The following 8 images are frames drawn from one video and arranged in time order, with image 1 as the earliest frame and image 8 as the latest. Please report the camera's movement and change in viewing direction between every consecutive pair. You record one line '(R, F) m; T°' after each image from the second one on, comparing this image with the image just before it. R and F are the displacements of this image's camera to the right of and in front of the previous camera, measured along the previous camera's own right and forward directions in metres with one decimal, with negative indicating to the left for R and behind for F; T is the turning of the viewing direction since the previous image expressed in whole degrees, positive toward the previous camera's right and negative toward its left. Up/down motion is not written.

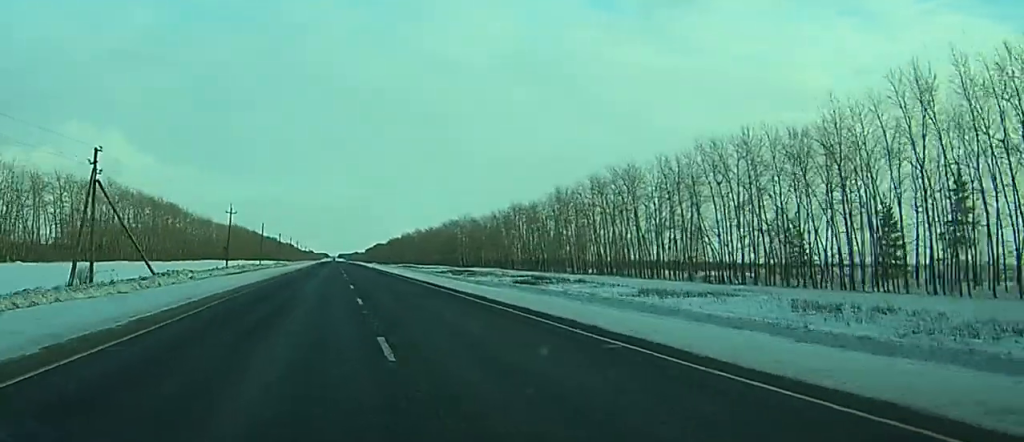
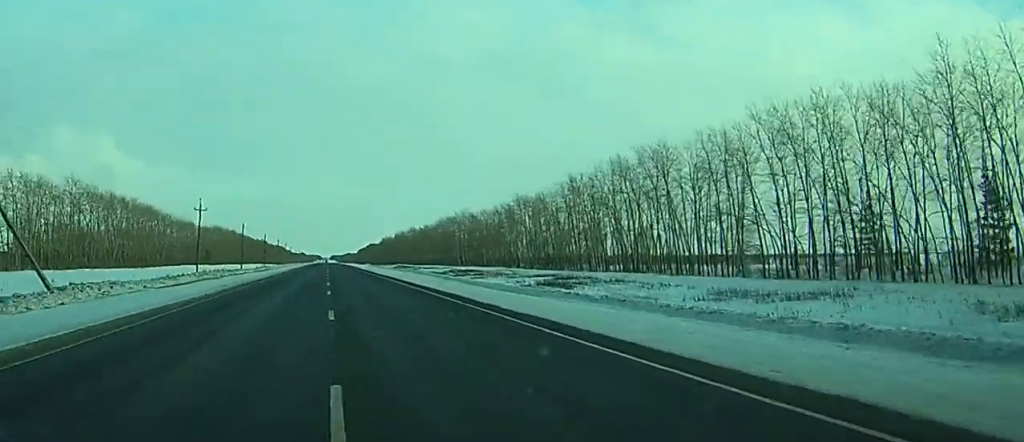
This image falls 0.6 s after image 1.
(0.0, +17.0) m; 0°
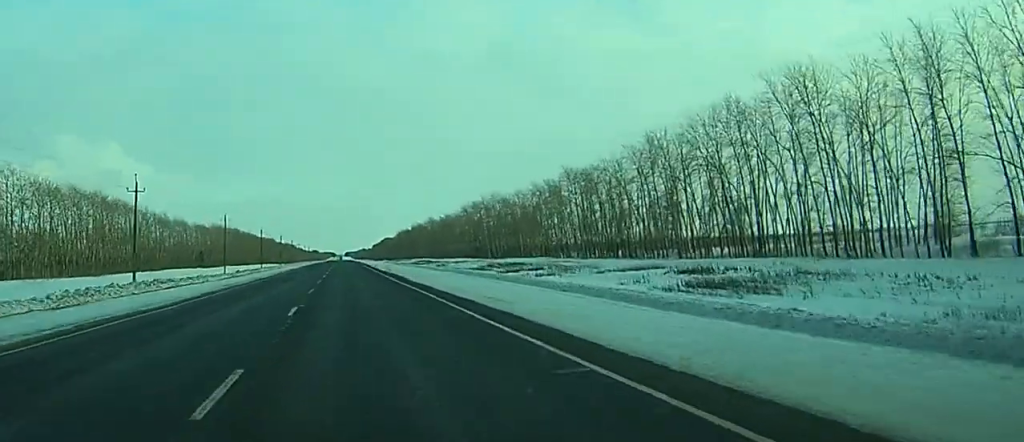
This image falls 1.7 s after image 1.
(0.0, +34.6) m; 0°
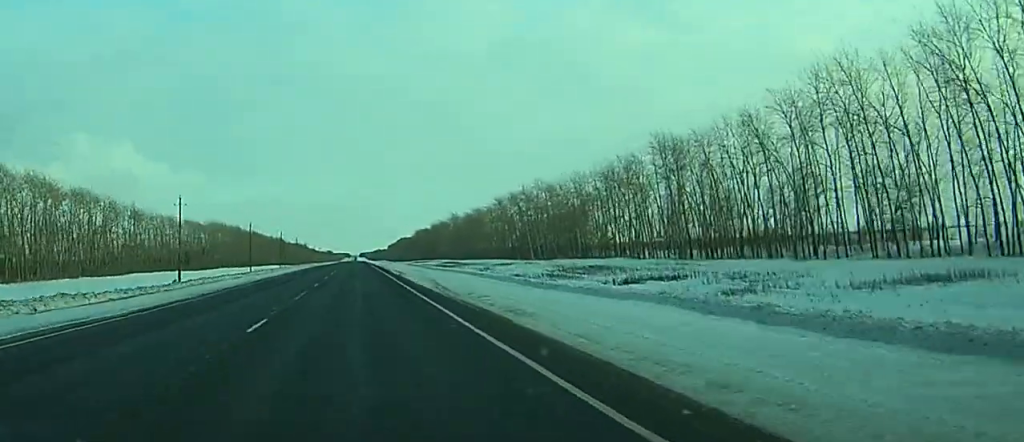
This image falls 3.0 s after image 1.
(-0.3, +39.6) m; -1°
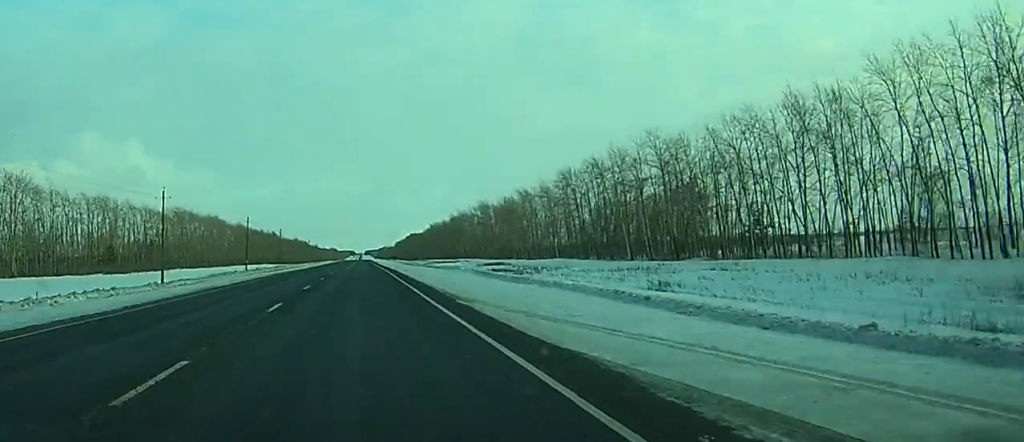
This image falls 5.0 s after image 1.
(-0.4, +66.6) m; -1°
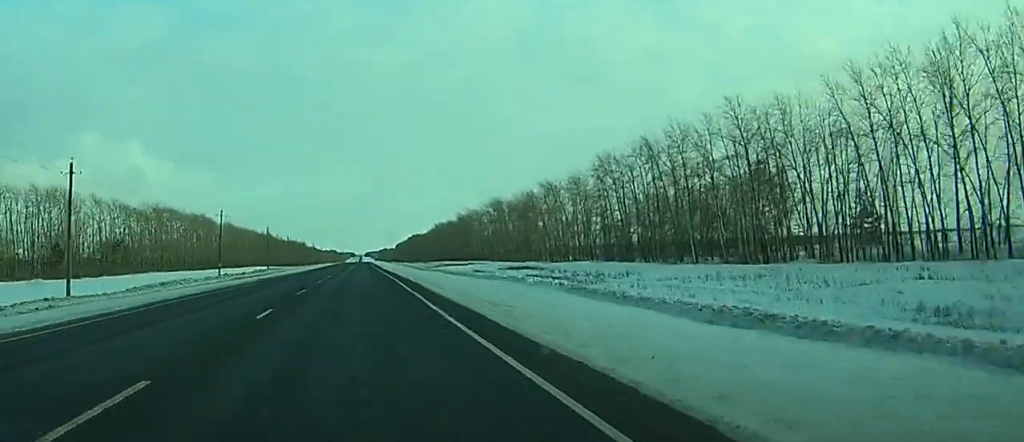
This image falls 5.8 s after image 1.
(0.0, +25.4) m; 0°
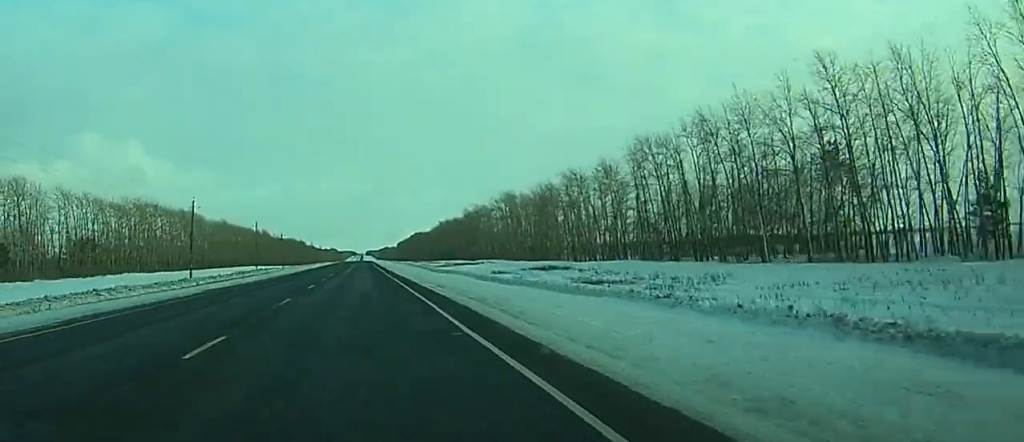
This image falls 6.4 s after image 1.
(0.0, +18.9) m; 0°
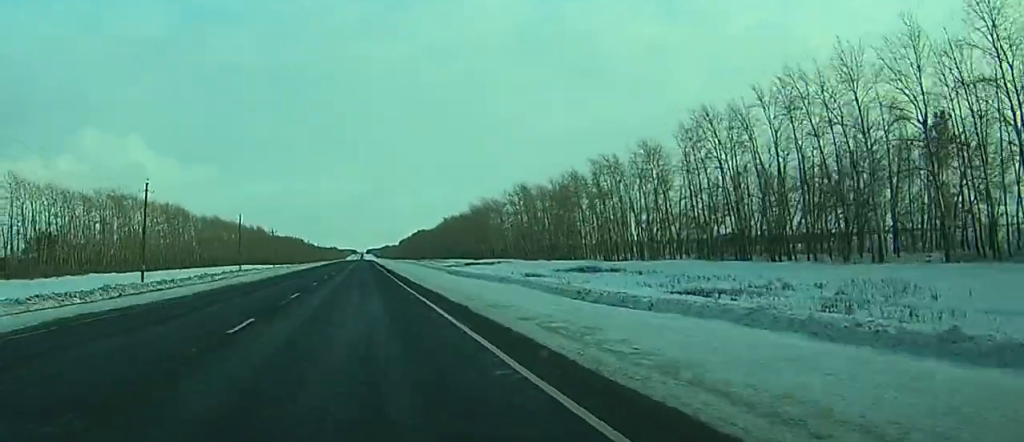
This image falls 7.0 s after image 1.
(-0.1, +20.2) m; 0°
